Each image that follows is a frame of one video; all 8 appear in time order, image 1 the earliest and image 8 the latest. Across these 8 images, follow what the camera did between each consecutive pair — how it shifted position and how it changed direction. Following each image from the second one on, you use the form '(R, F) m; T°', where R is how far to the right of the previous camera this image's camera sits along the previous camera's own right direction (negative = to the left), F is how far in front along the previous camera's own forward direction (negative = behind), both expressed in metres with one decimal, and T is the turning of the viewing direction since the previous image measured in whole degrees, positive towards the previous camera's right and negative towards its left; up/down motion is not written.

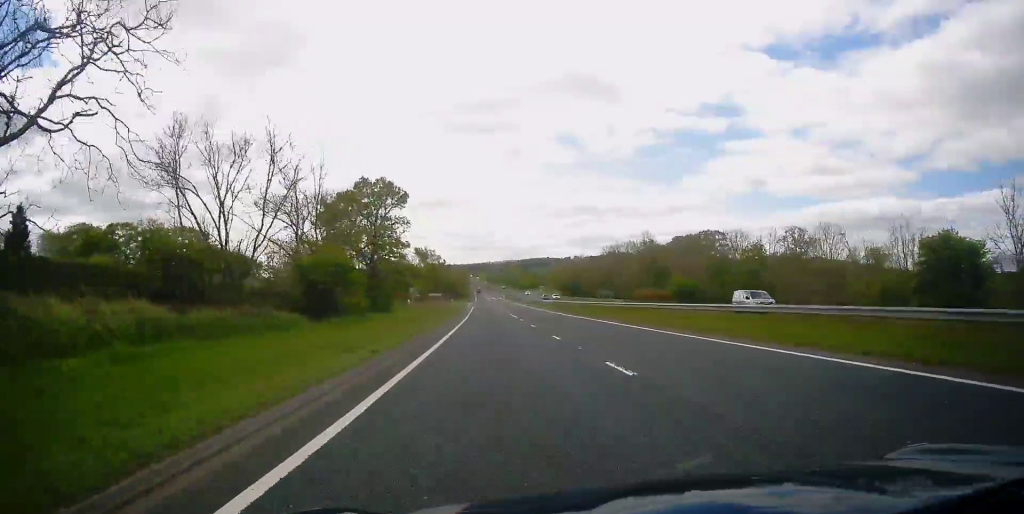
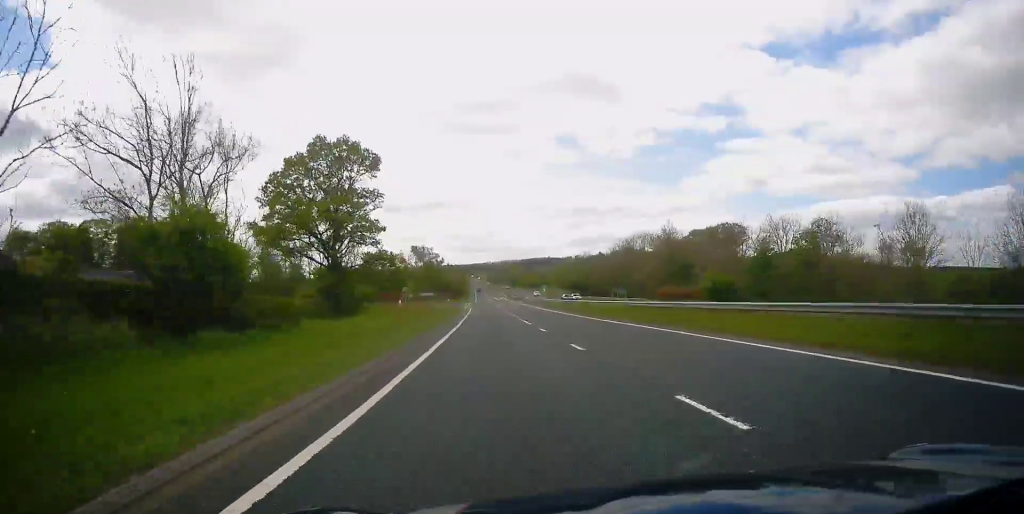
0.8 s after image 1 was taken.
(-0.1, +14.1) m; 0°
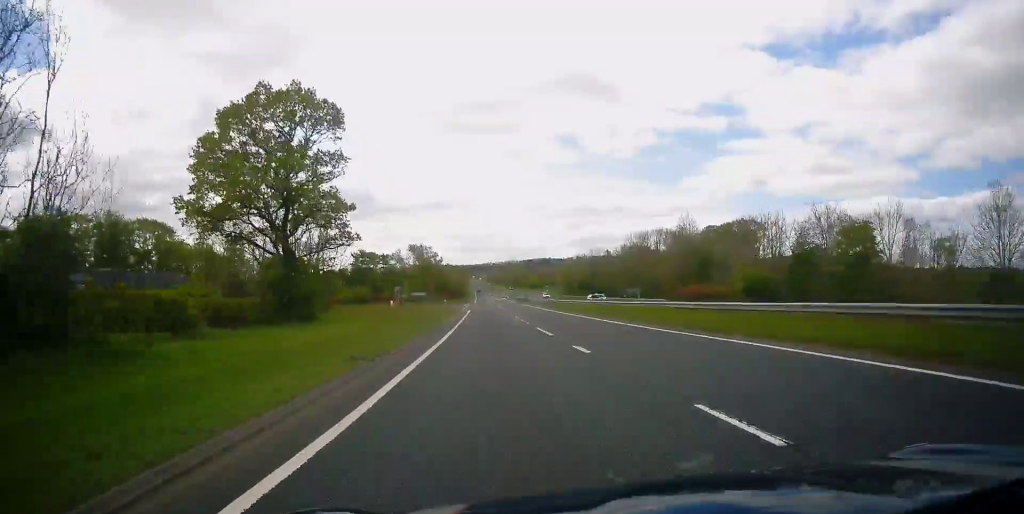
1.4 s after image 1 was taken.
(-0.1, +10.7) m; 0°
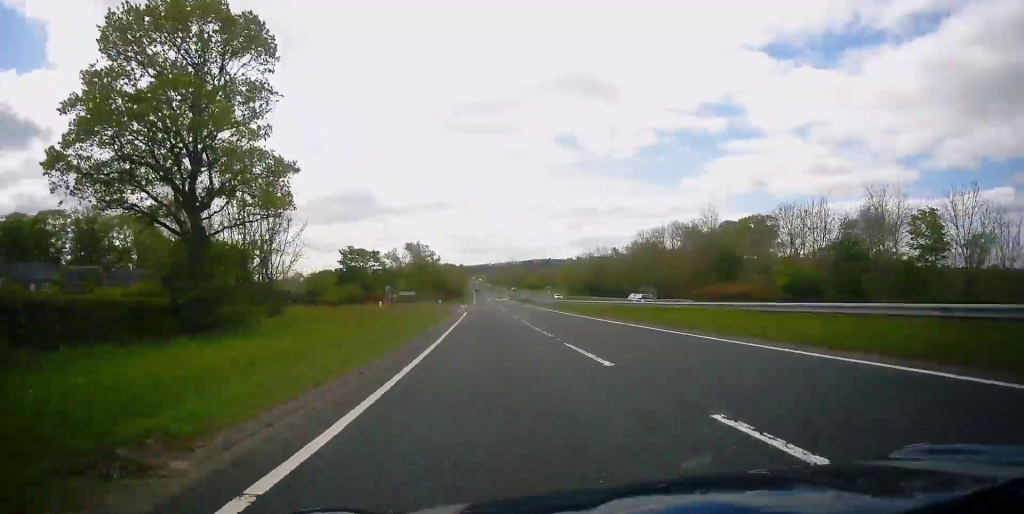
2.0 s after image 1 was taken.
(0.0, +10.7) m; 0°
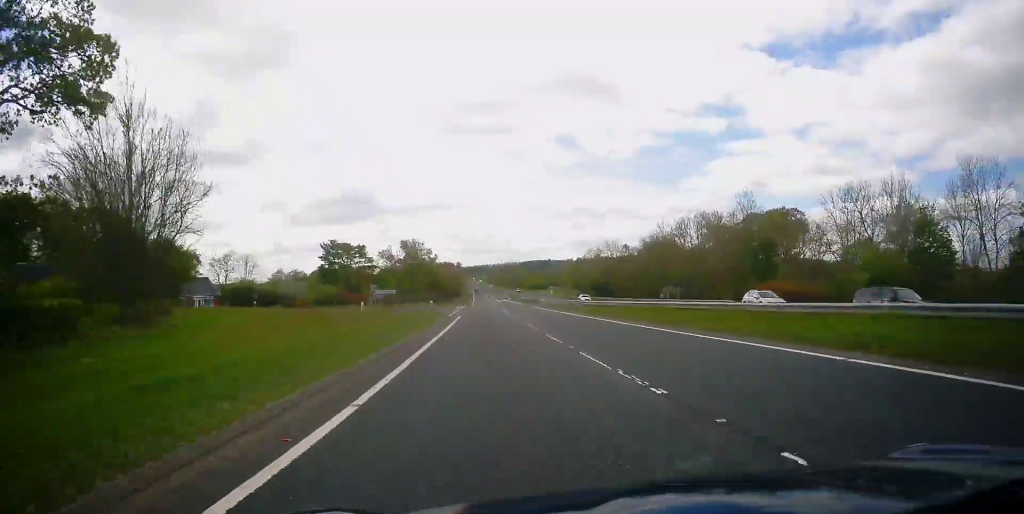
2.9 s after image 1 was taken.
(0.0, +14.1) m; 0°
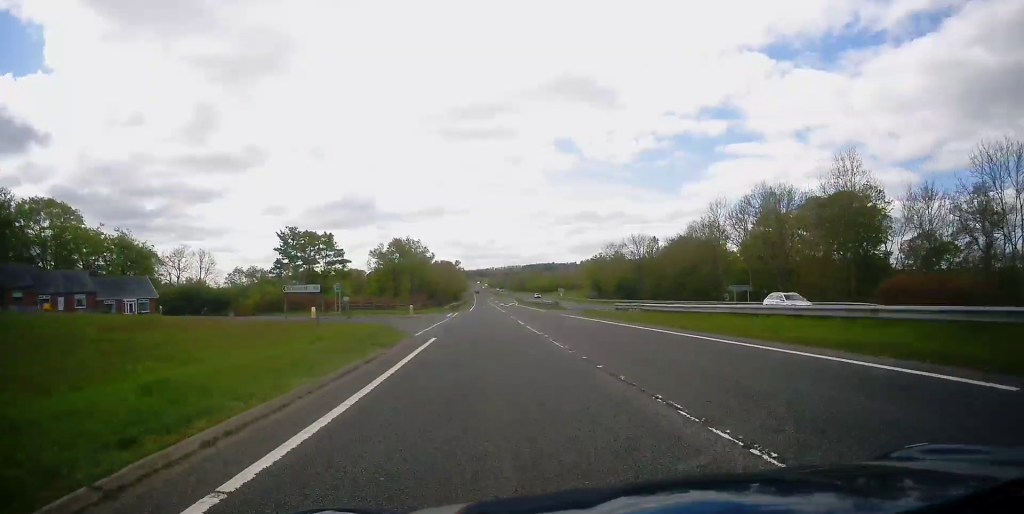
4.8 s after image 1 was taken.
(+0.1, +24.5) m; +1°
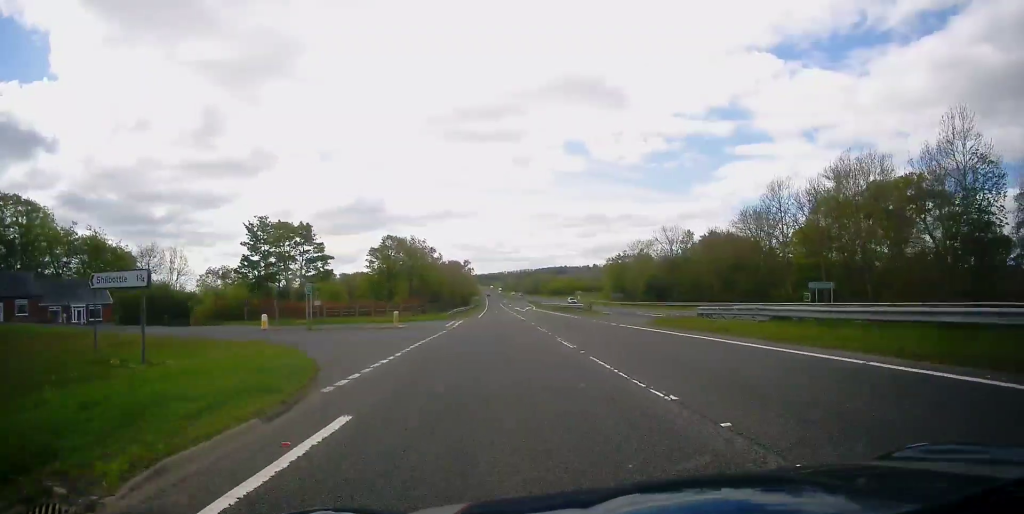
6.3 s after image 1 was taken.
(0.0, +16.0) m; -1°
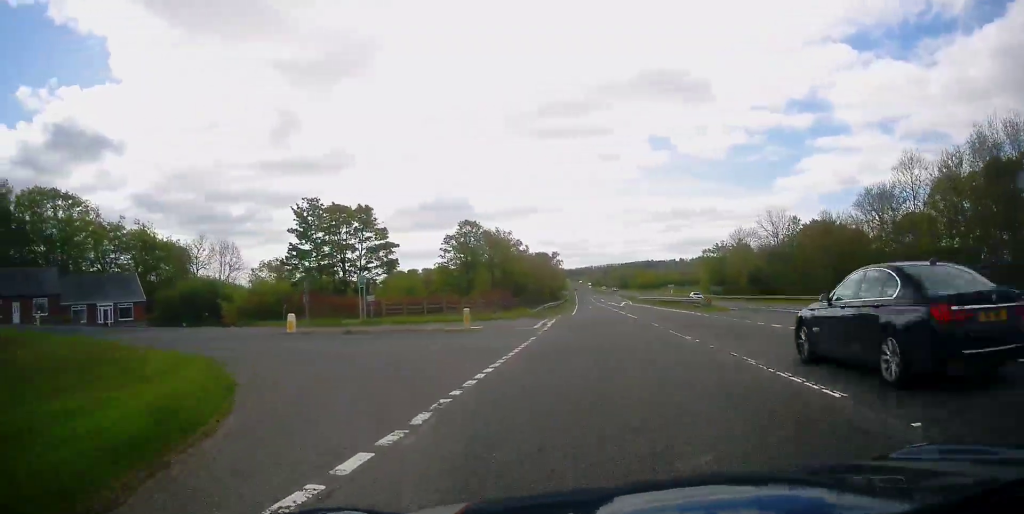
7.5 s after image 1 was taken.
(-0.3, +10.9) m; -4°
